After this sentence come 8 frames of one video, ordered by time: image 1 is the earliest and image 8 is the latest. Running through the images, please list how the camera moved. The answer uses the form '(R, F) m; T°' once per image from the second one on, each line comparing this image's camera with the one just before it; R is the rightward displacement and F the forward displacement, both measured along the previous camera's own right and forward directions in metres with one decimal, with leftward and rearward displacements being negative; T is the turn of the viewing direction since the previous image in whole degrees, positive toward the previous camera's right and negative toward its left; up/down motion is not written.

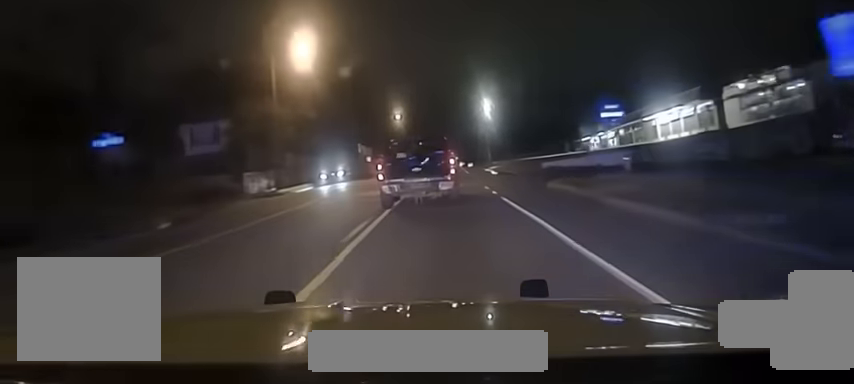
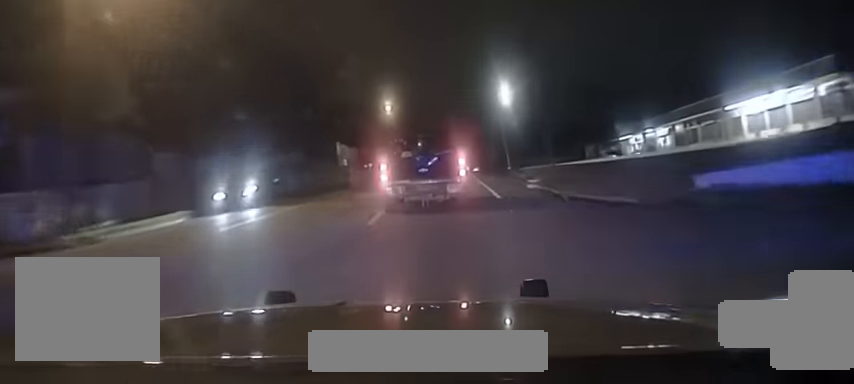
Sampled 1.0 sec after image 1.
(-0.2, +30.9) m; 0°
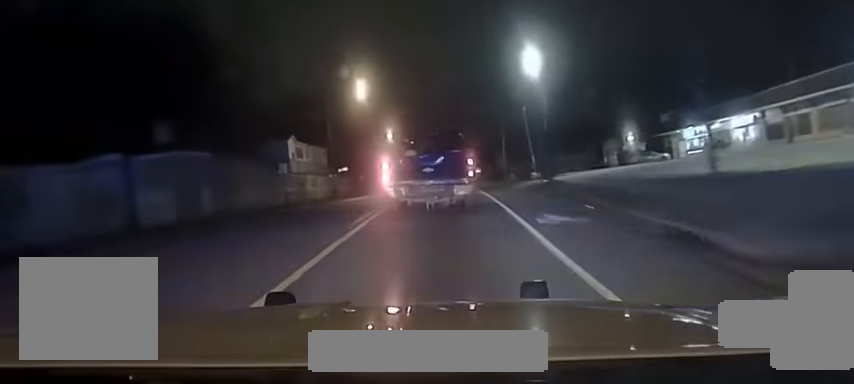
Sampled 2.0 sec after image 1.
(+0.3, +28.4) m; +1°
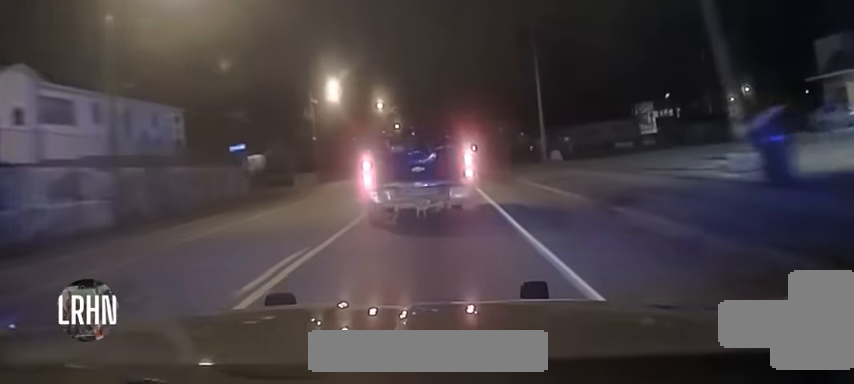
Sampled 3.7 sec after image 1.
(0.0, +40.9) m; 0°
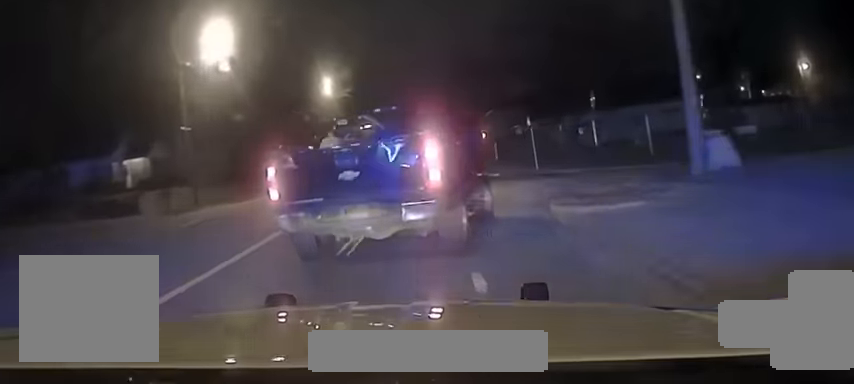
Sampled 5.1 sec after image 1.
(+0.1, +26.2) m; +2°
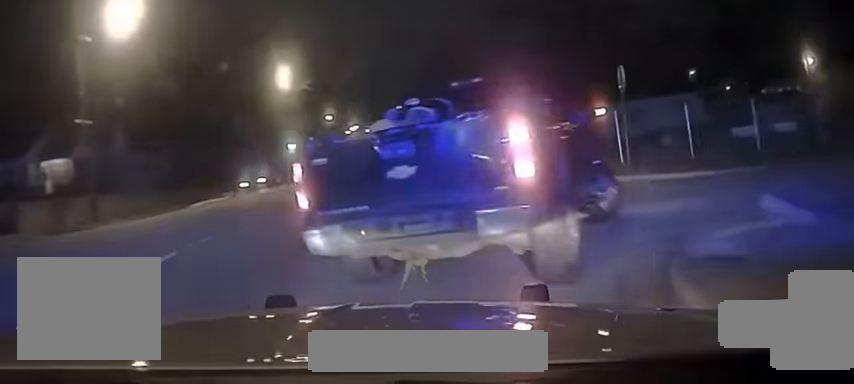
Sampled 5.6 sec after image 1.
(+0.1, +9.3) m; +4°
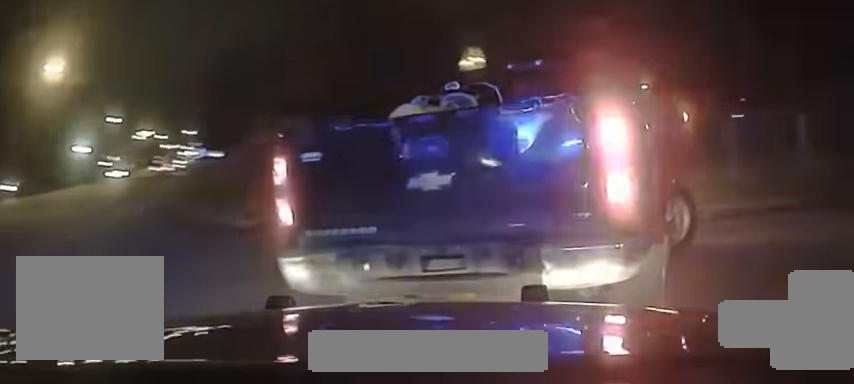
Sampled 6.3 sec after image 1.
(-0.1, +11.4) m; +7°
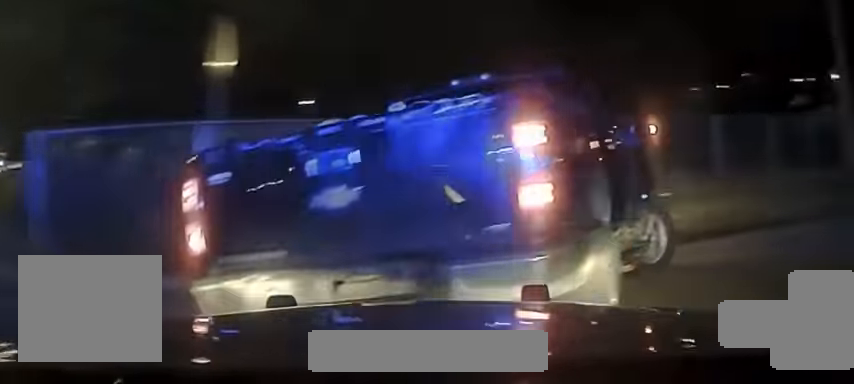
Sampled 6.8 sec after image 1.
(+1.0, +5.3) m; +16°
